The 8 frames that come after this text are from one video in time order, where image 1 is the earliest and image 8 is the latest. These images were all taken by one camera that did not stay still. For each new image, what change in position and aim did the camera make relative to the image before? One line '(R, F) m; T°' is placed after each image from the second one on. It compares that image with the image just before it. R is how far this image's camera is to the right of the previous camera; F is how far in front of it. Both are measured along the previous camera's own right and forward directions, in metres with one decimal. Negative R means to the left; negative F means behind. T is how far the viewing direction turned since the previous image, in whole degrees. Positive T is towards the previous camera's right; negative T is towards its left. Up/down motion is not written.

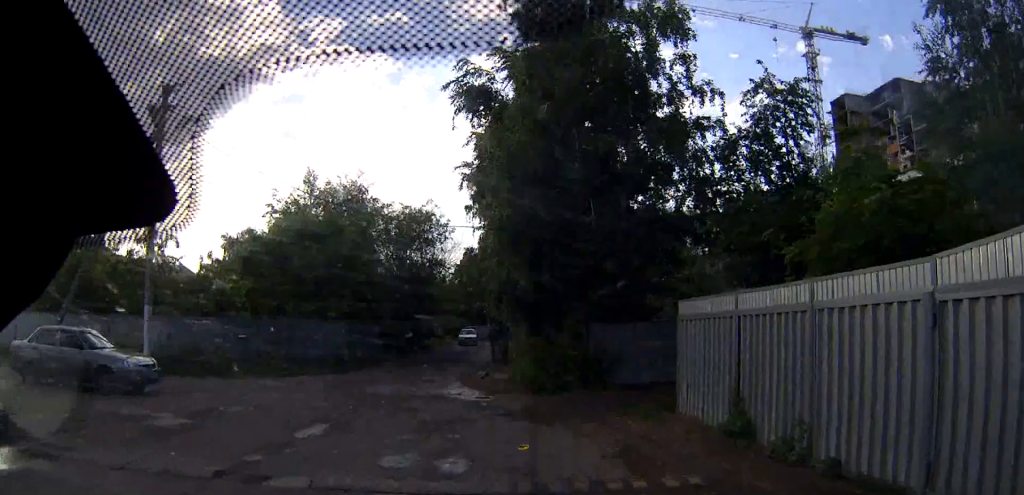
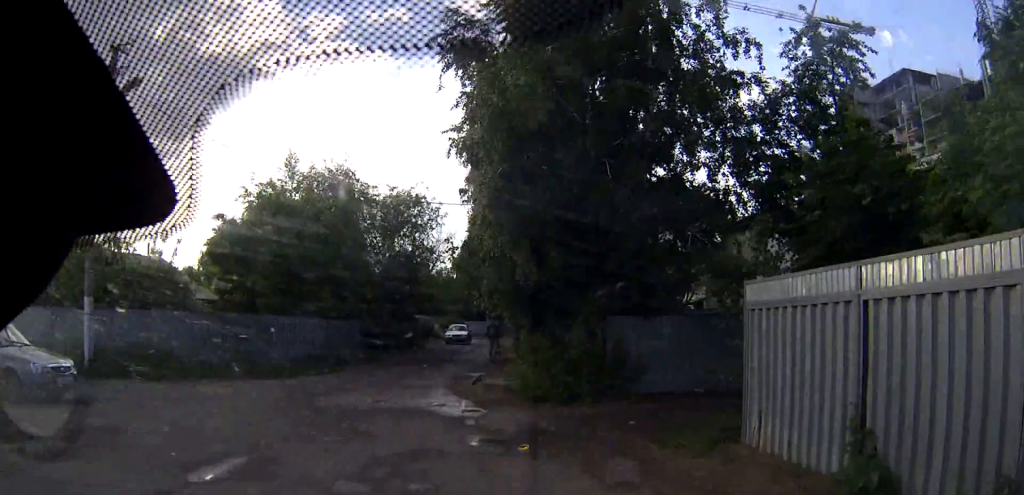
(+0.2, +4.0) m; +1°
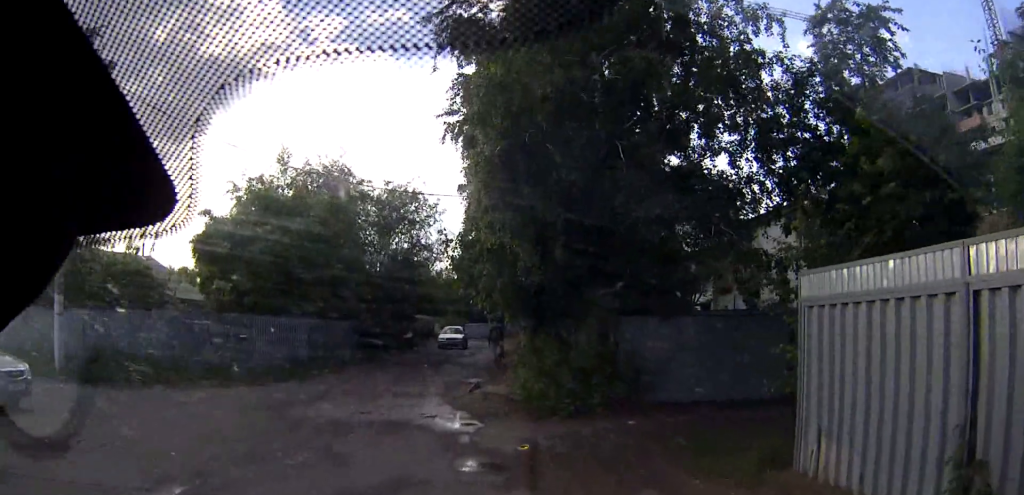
(-0.1, +1.8) m; -4°
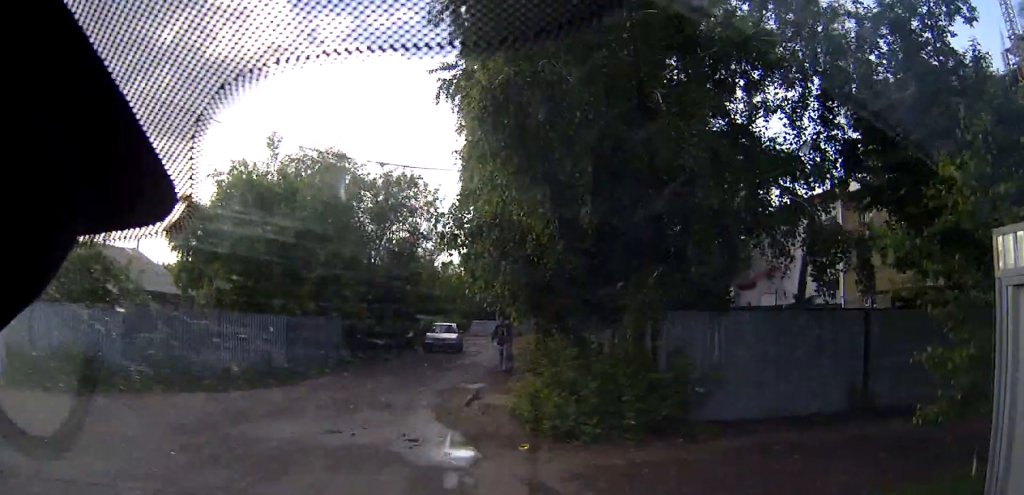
(-0.2, +3.4) m; -5°
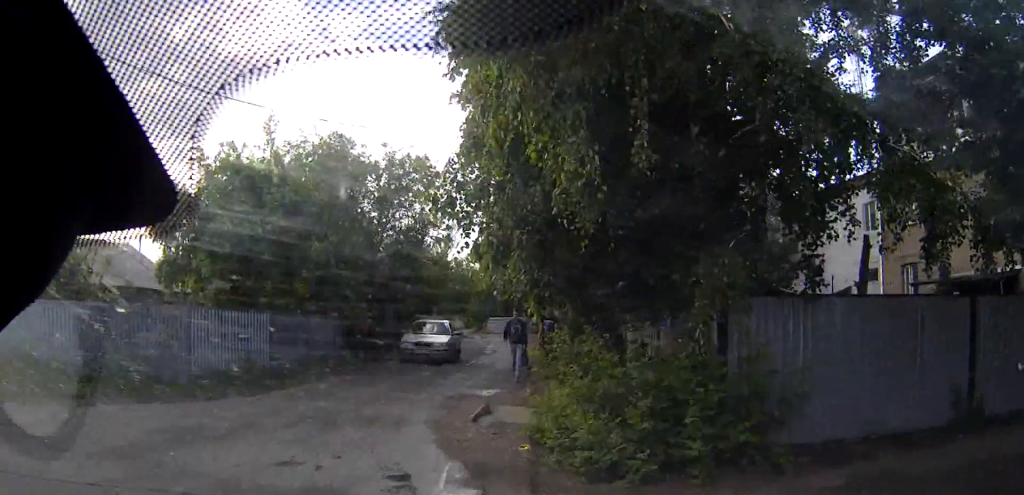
(+0.1, +3.0) m; +7°
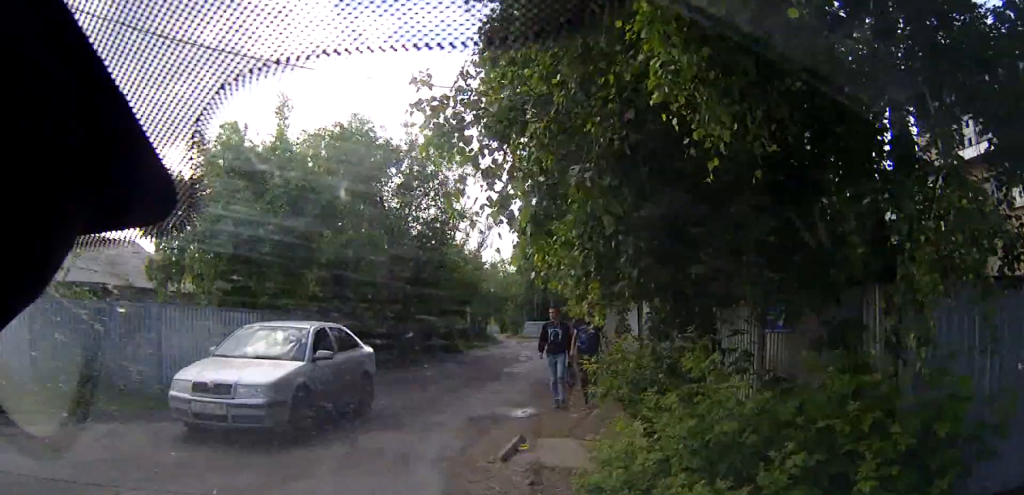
(+0.3, +4.2) m; 0°
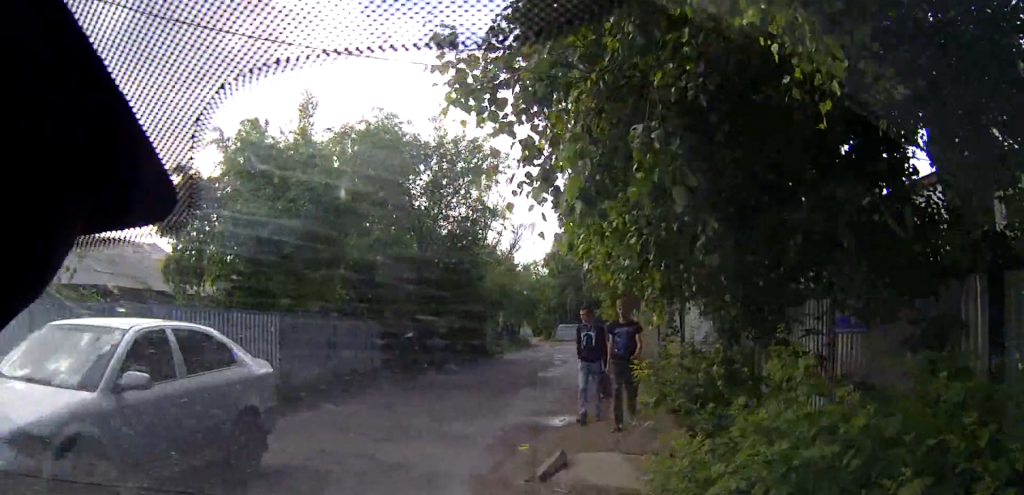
(-0.1, +1.3) m; -5°
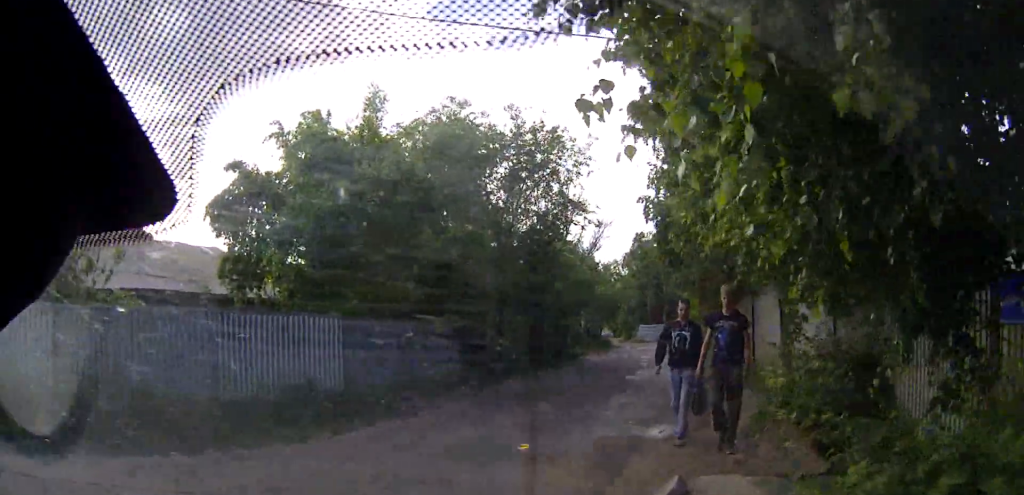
(-0.1, +1.3) m; -4°
